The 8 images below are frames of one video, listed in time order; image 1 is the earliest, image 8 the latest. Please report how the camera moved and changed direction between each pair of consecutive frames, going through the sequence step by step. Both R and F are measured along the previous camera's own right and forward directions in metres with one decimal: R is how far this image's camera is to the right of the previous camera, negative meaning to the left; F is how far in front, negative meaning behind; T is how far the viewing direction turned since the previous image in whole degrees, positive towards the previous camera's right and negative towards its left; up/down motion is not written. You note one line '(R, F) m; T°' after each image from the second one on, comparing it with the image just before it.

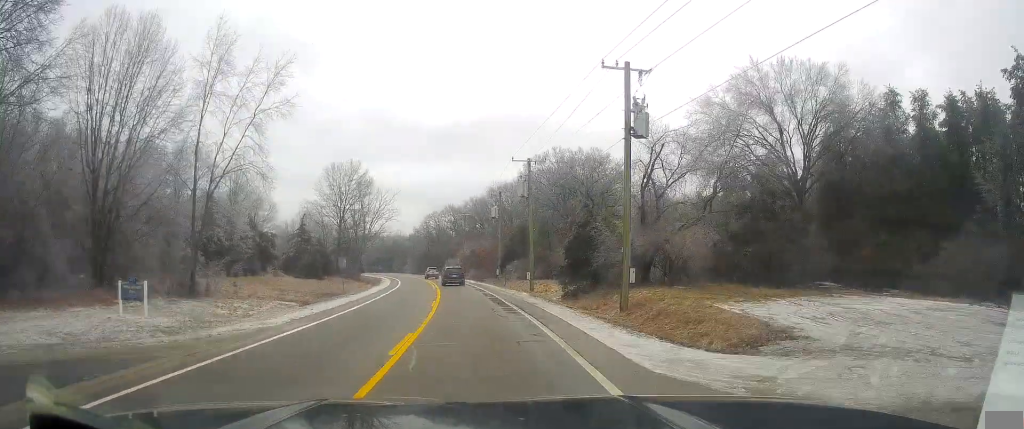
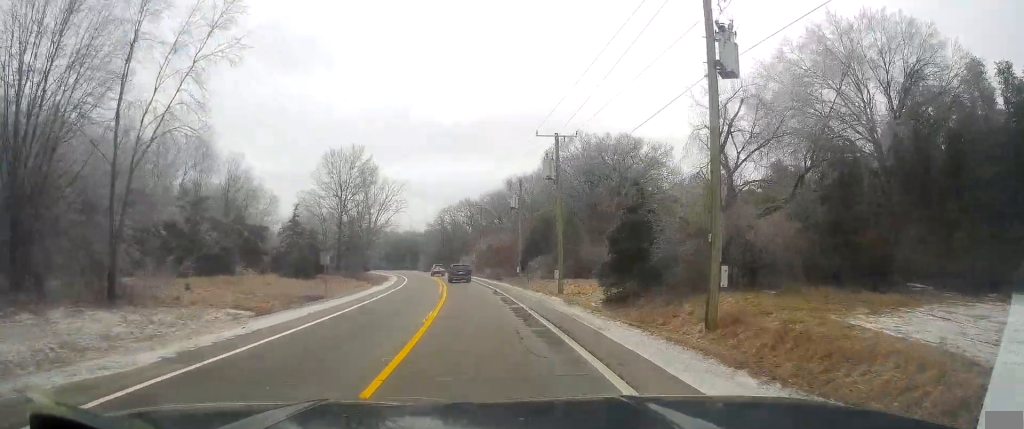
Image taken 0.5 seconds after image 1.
(+0.1, +9.4) m; -1°
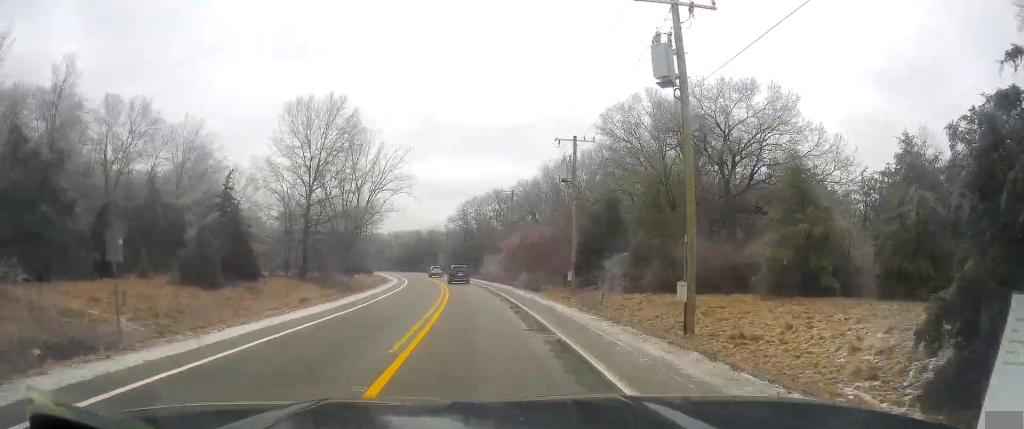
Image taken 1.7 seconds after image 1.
(-0.6, +23.9) m; -3°
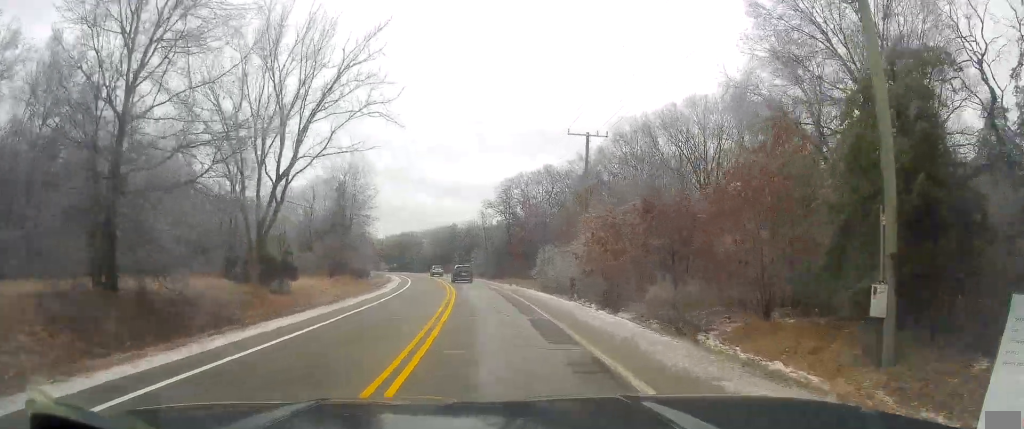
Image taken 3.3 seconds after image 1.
(-2.1, +31.9) m; -8°
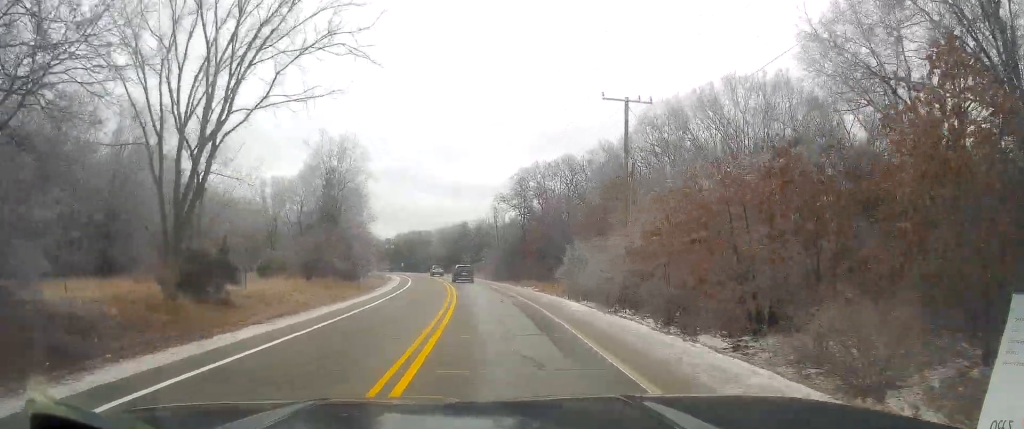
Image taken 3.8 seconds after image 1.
(-0.2, +9.1) m; -2°
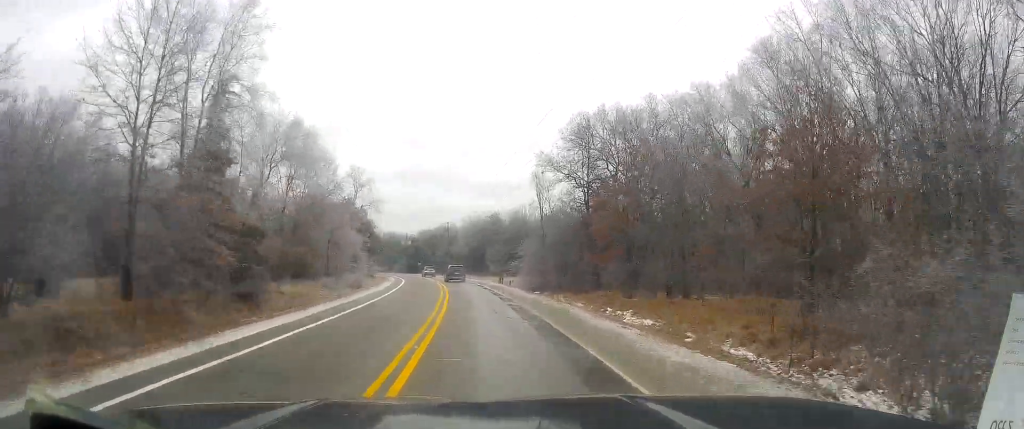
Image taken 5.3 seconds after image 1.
(-0.8, +29.3) m; -3°
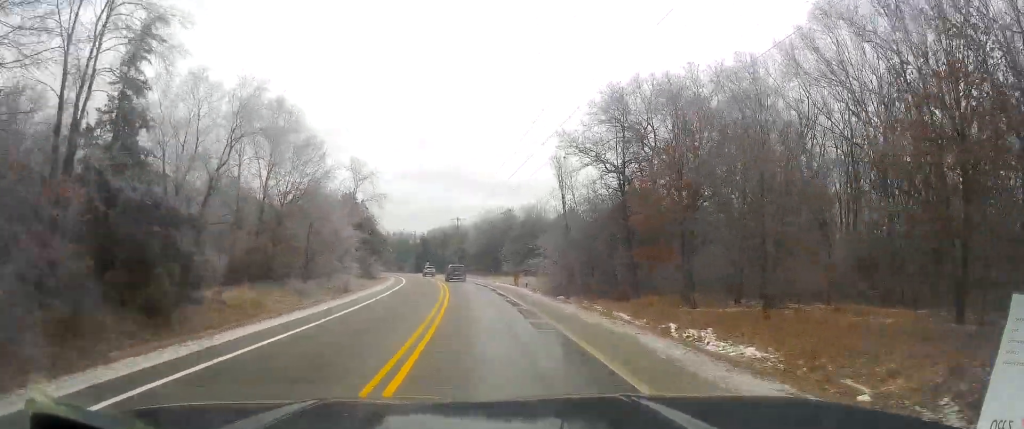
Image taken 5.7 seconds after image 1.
(0.0, +8.6) m; -1°
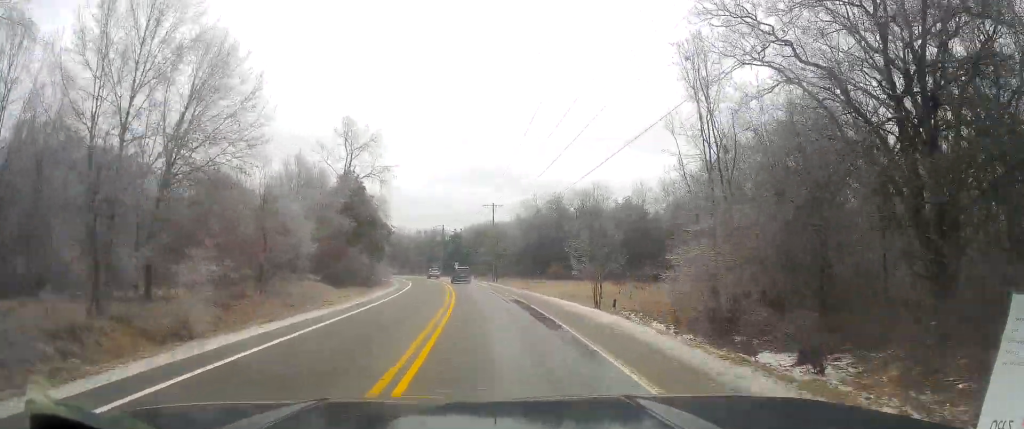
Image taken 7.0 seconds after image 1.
(-0.8, +26.3) m; -4°
